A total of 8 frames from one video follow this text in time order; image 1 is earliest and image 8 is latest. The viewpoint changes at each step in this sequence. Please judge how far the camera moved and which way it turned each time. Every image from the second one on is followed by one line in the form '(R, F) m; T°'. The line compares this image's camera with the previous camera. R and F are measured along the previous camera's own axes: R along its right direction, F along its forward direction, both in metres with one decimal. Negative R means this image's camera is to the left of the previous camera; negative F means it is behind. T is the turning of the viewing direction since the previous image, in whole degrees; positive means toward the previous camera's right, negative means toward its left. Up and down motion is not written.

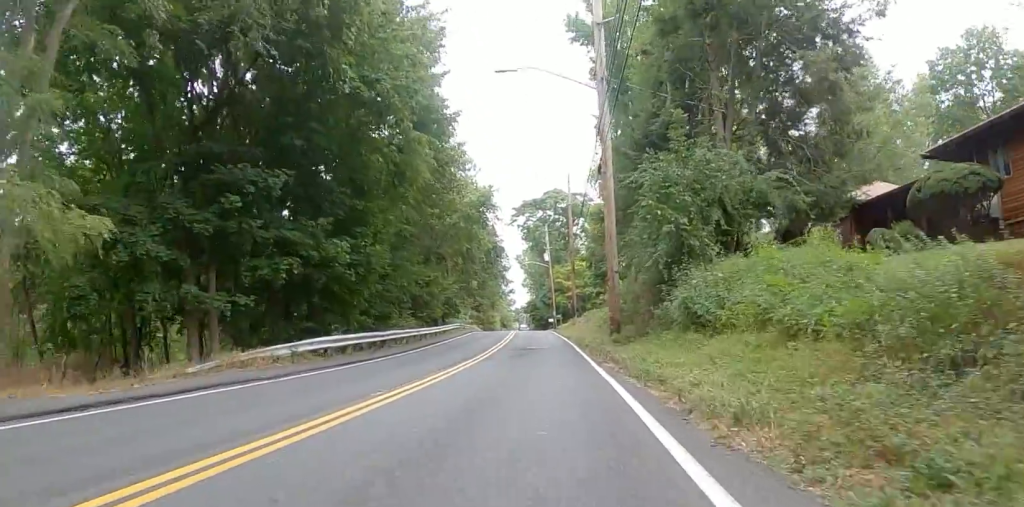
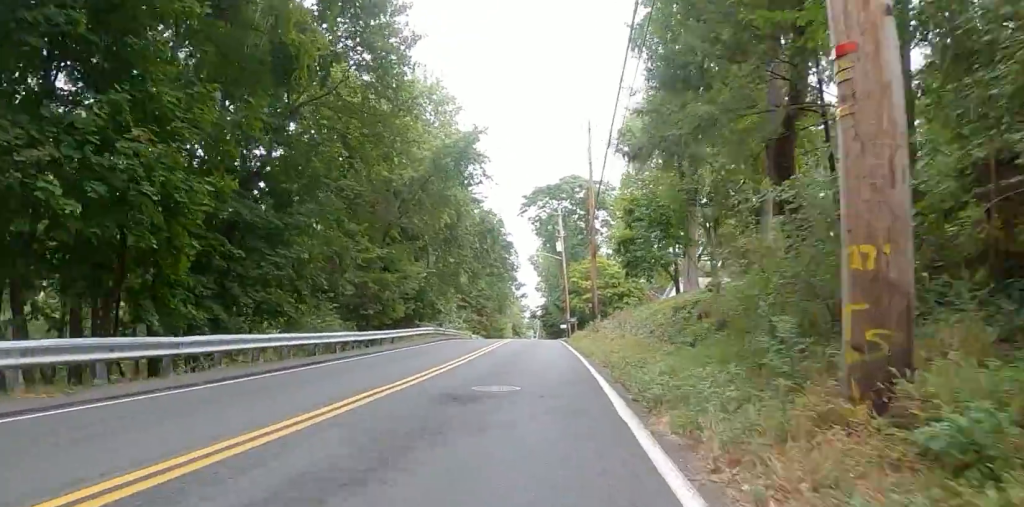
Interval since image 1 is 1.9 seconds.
(+0.4, +13.4) m; +4°
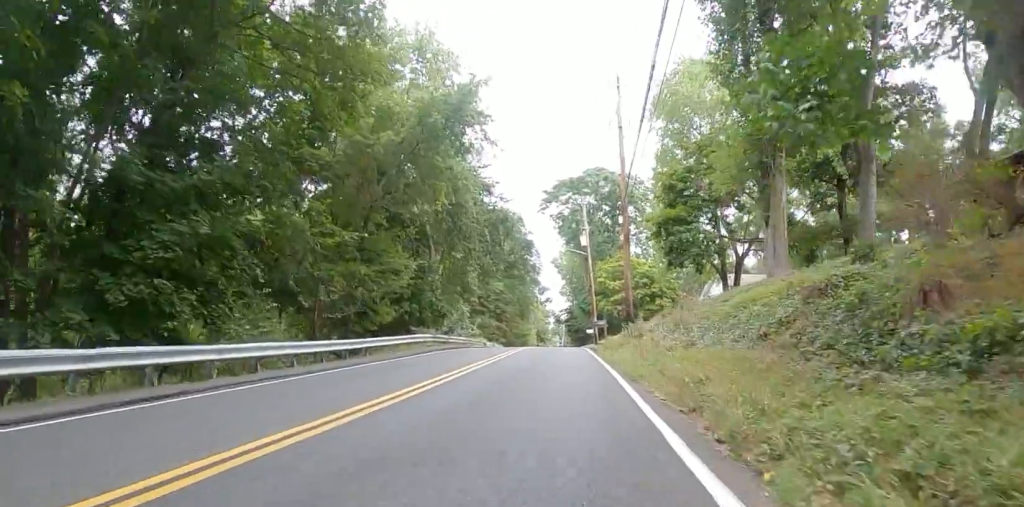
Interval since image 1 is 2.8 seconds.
(0.0, +6.4) m; -1°
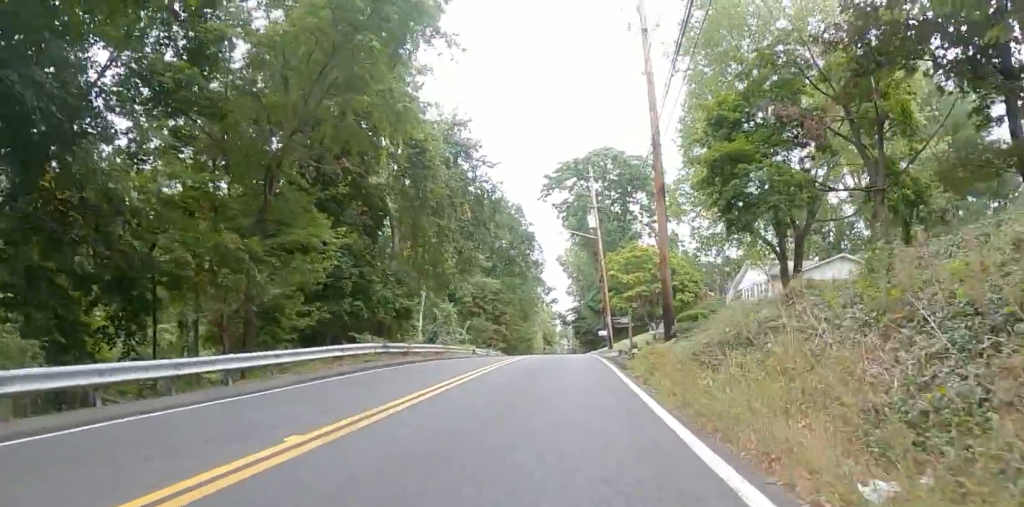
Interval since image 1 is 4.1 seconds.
(-0.3, +9.1) m; -2°
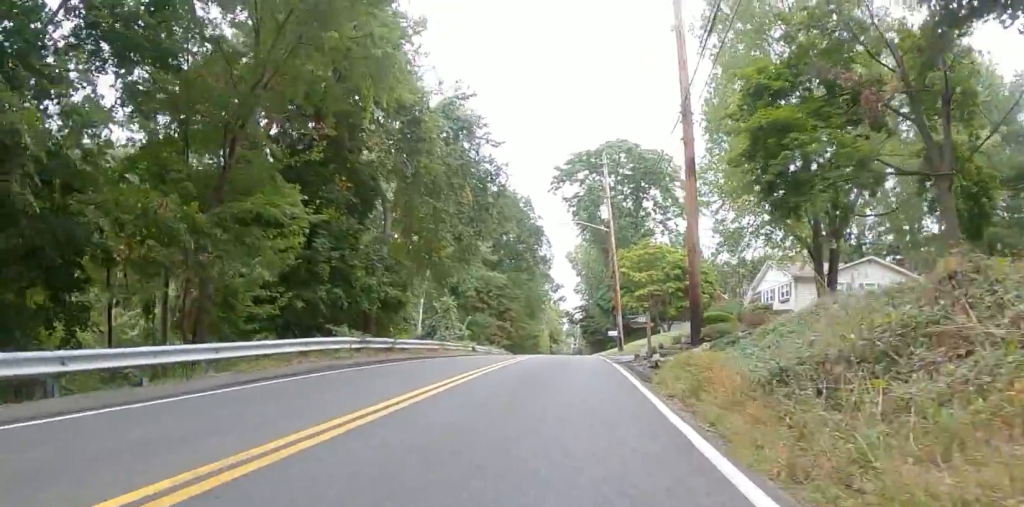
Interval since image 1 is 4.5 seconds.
(0.0, +2.9) m; 0°
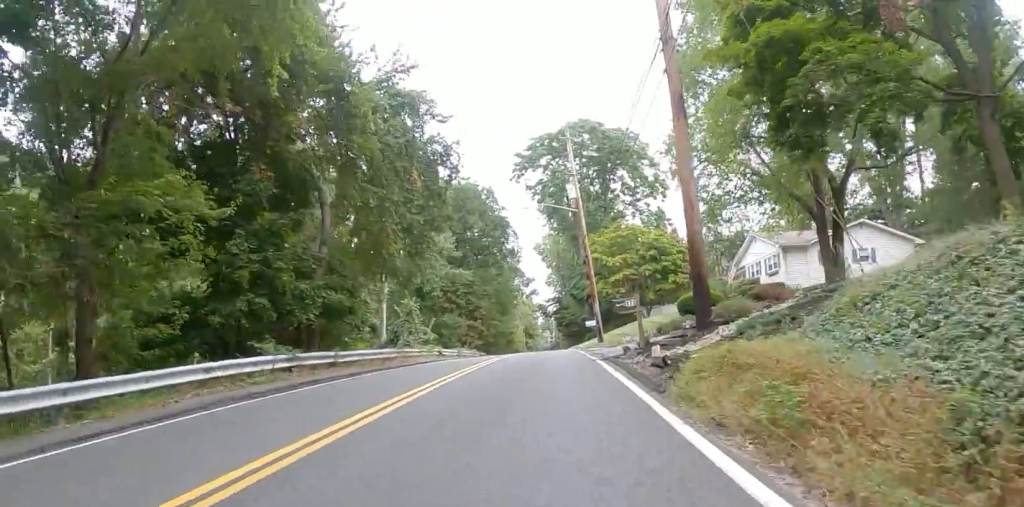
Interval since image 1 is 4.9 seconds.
(0.0, +3.3) m; 0°
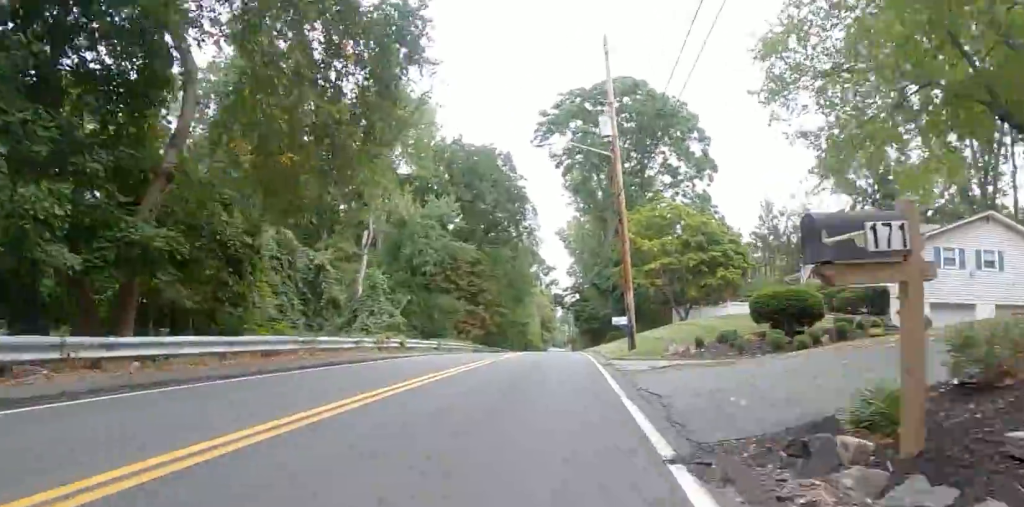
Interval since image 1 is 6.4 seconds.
(0.0, +10.6) m; 0°
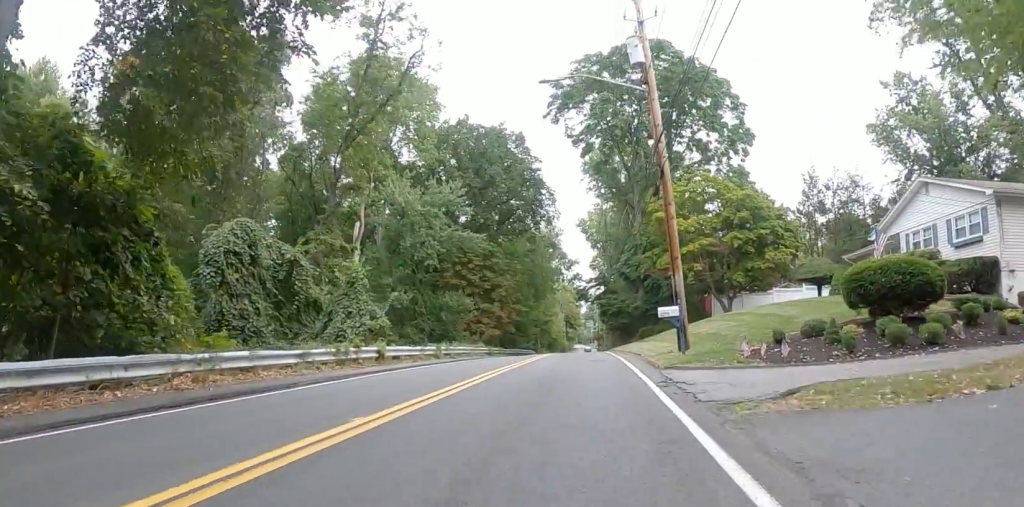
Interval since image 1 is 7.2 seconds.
(0.0, +6.2) m; 0°
